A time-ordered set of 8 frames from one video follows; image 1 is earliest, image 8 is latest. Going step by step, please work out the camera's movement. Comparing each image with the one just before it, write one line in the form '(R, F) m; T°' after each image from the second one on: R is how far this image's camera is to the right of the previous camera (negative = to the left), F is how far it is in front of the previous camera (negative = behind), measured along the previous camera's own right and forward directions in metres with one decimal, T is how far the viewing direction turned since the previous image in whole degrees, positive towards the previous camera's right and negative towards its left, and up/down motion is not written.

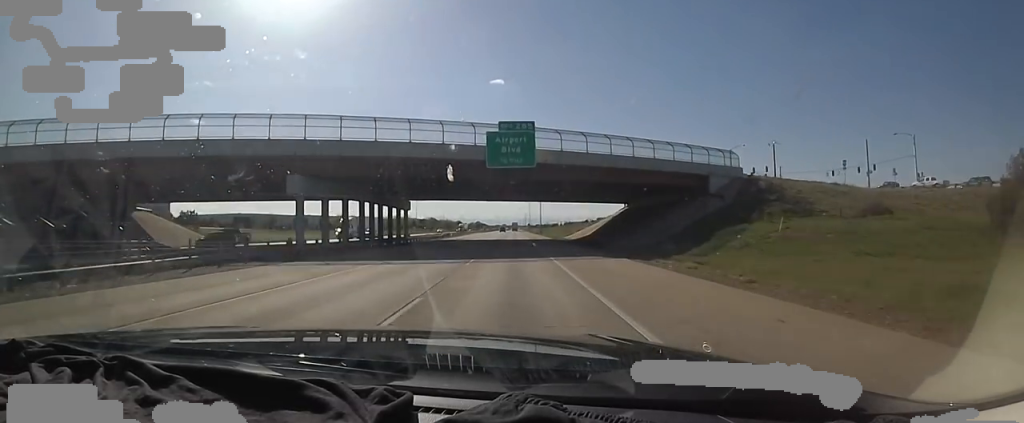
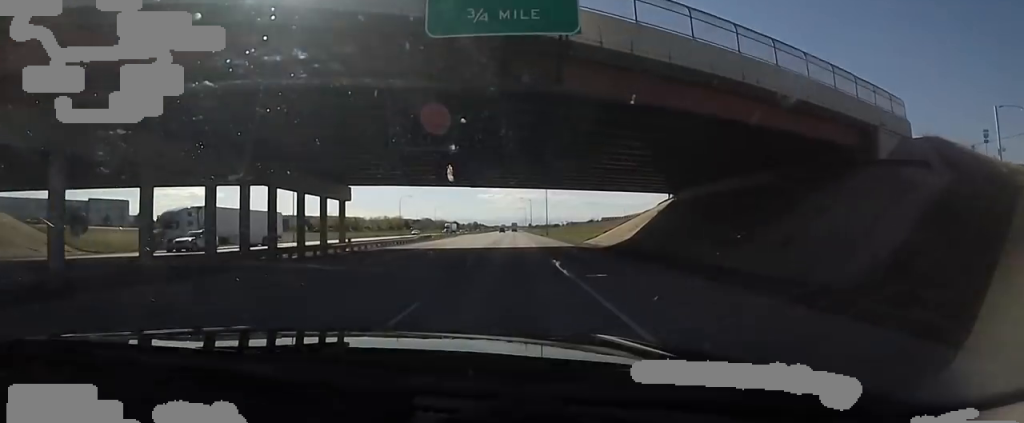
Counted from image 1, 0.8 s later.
(-0.1, +24.3) m; 0°
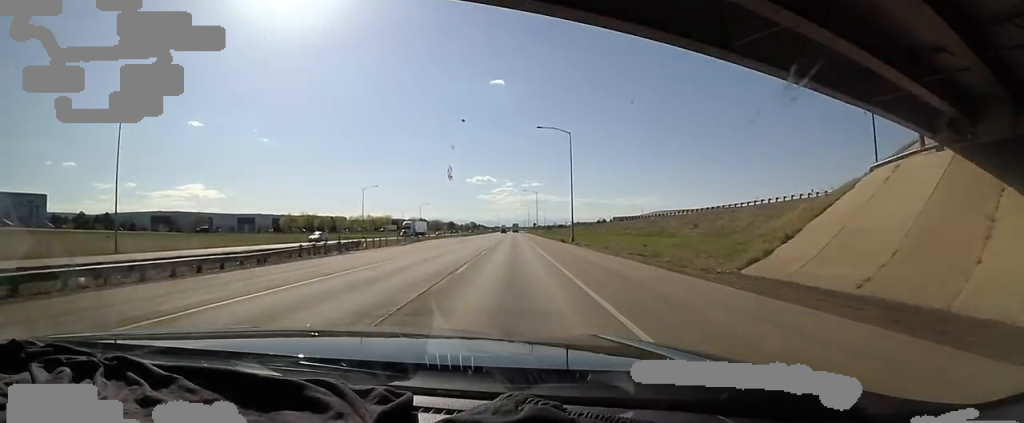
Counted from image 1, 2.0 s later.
(0.0, +38.9) m; 0°
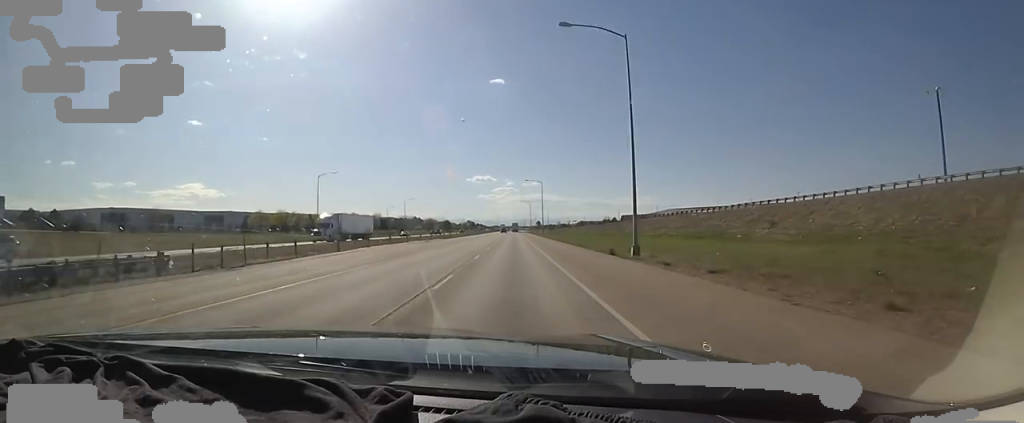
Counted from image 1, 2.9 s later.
(0.0, +27.2) m; +2°
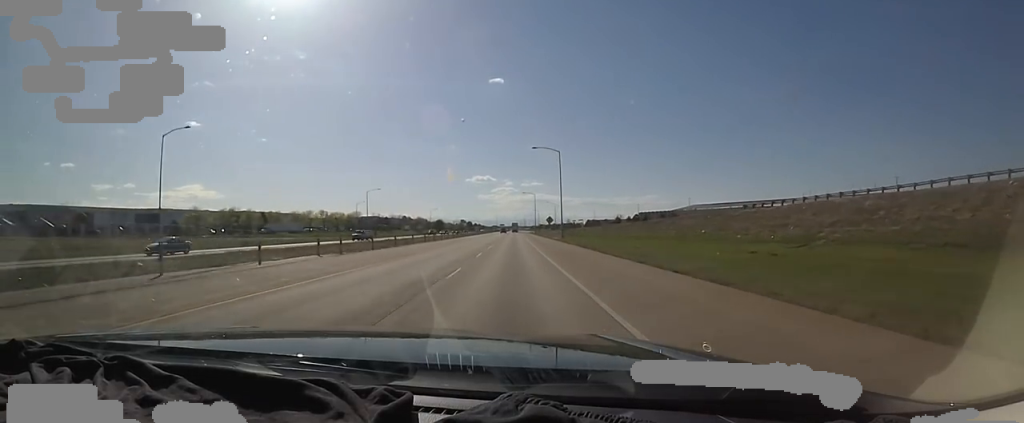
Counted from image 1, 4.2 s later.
(+1.5, +42.9) m; +1°
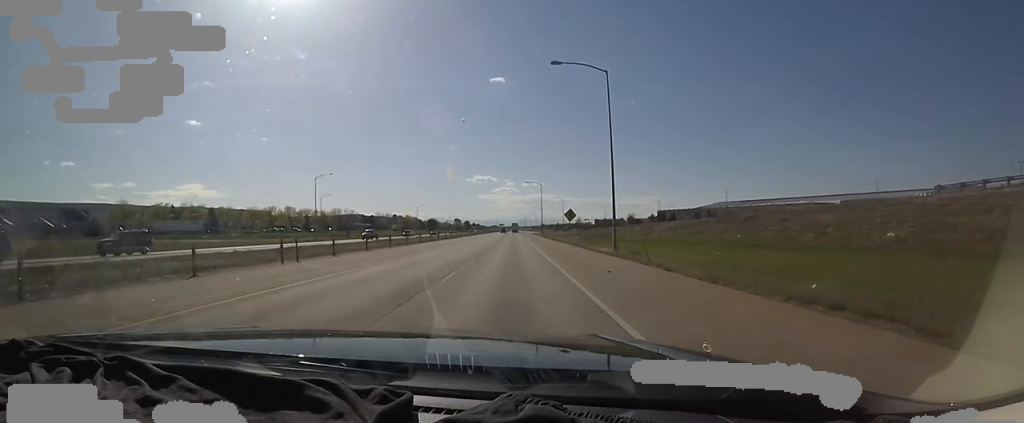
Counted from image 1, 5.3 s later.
(-1.4, +33.1) m; -2°
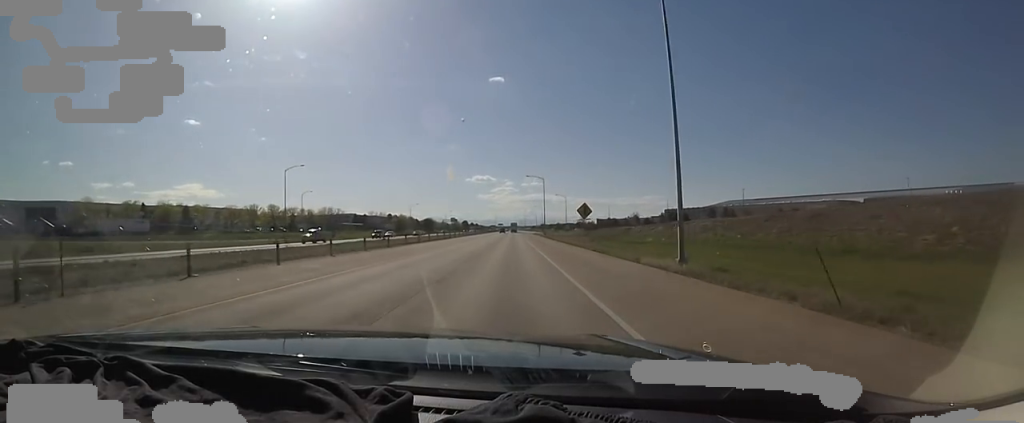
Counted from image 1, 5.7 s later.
(0.0, +12.3) m; 0°
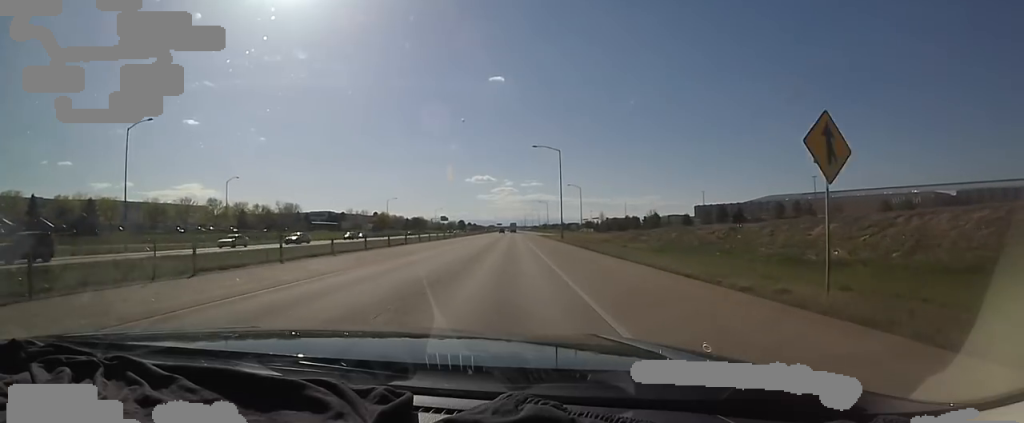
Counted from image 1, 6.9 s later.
(+0.3, +35.6) m; 0°
